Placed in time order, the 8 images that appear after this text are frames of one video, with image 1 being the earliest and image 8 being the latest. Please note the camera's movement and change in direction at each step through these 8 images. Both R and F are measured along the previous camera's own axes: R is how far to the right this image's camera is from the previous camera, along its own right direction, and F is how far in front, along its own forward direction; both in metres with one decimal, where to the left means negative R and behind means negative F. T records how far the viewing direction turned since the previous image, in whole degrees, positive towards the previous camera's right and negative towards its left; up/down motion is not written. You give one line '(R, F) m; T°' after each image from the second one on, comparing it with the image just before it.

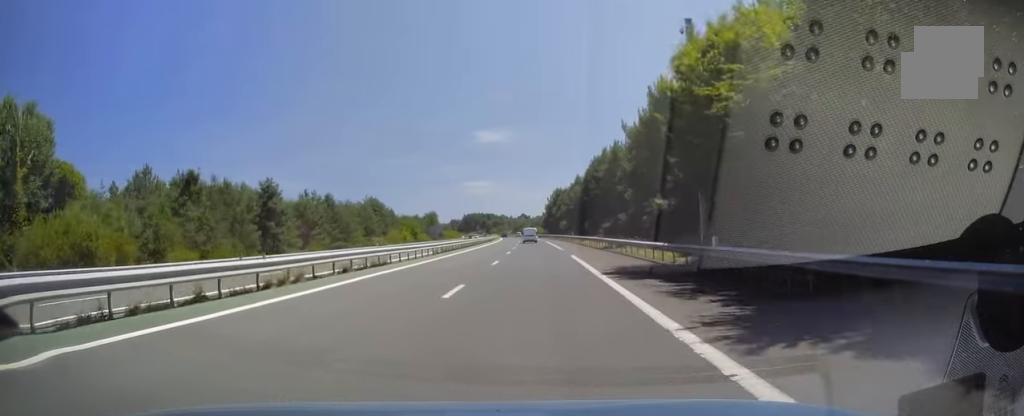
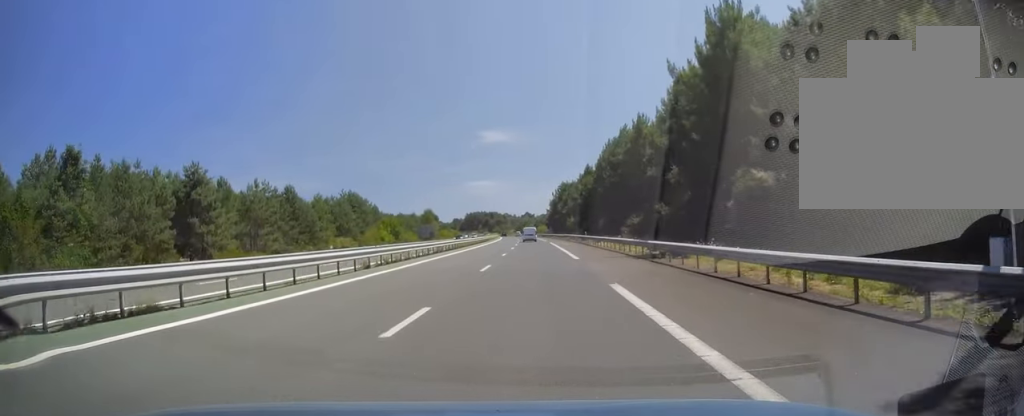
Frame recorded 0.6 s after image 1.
(-0.1, +17.7) m; -1°
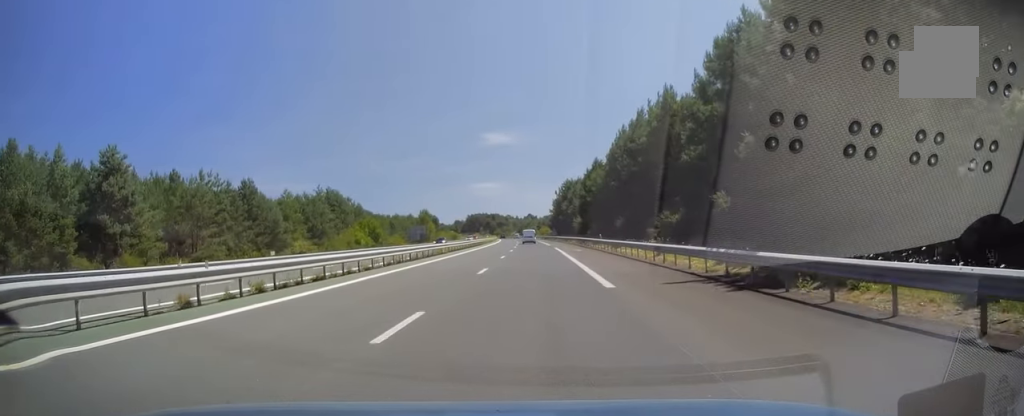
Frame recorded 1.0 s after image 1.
(-0.2, +13.3) m; 0°
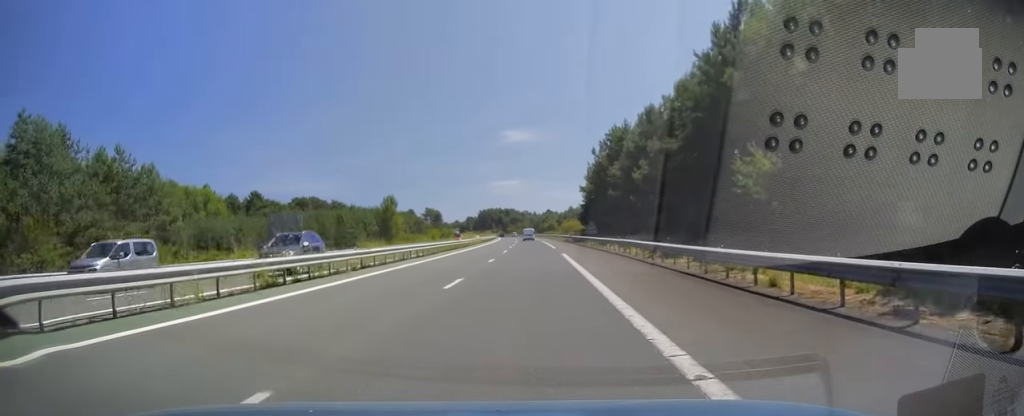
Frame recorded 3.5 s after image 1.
(-1.2, +70.9) m; -2°
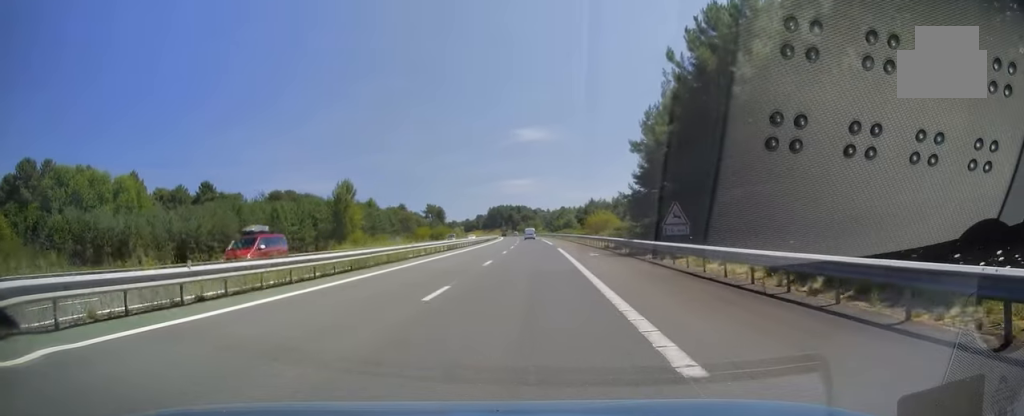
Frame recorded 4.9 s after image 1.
(+0.3, +41.8) m; -1°
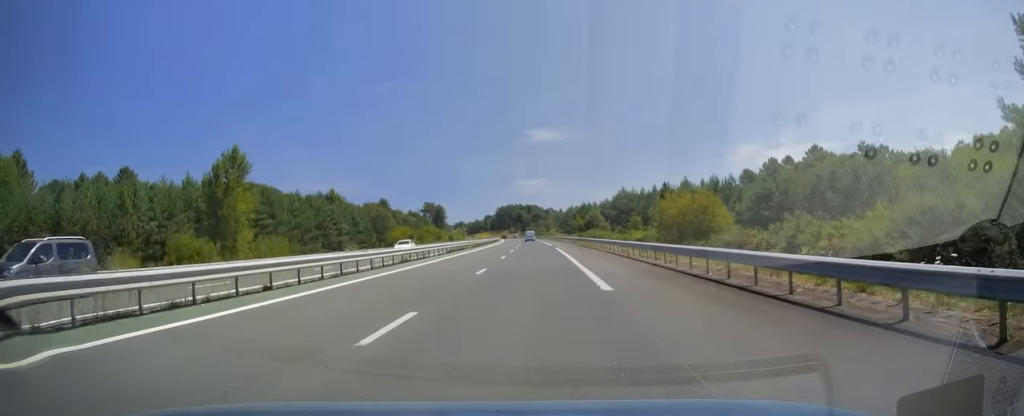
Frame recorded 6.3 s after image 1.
(-1.0, +43.7) m; -2°
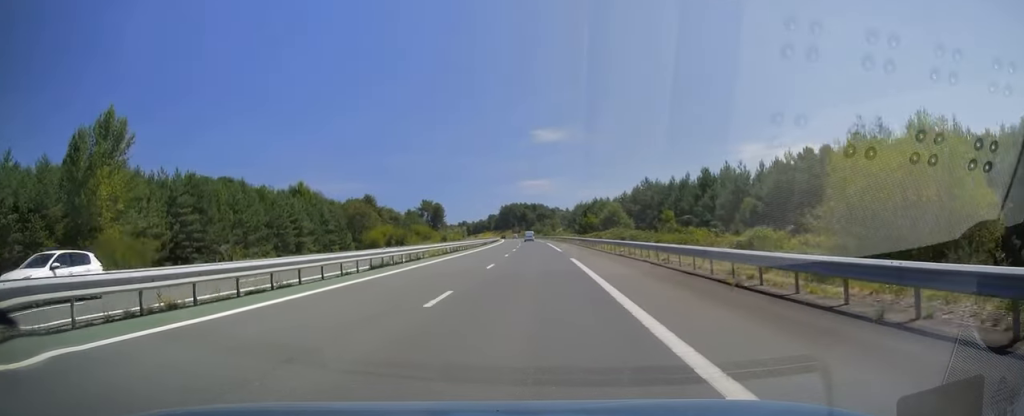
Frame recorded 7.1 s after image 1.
(0.0, +22.1) m; -1°
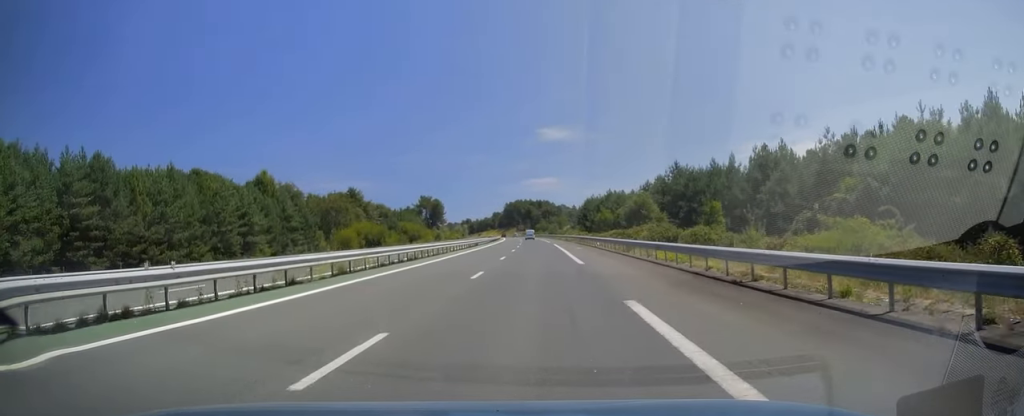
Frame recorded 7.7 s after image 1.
(-0.1, +19.2) m; -1°
